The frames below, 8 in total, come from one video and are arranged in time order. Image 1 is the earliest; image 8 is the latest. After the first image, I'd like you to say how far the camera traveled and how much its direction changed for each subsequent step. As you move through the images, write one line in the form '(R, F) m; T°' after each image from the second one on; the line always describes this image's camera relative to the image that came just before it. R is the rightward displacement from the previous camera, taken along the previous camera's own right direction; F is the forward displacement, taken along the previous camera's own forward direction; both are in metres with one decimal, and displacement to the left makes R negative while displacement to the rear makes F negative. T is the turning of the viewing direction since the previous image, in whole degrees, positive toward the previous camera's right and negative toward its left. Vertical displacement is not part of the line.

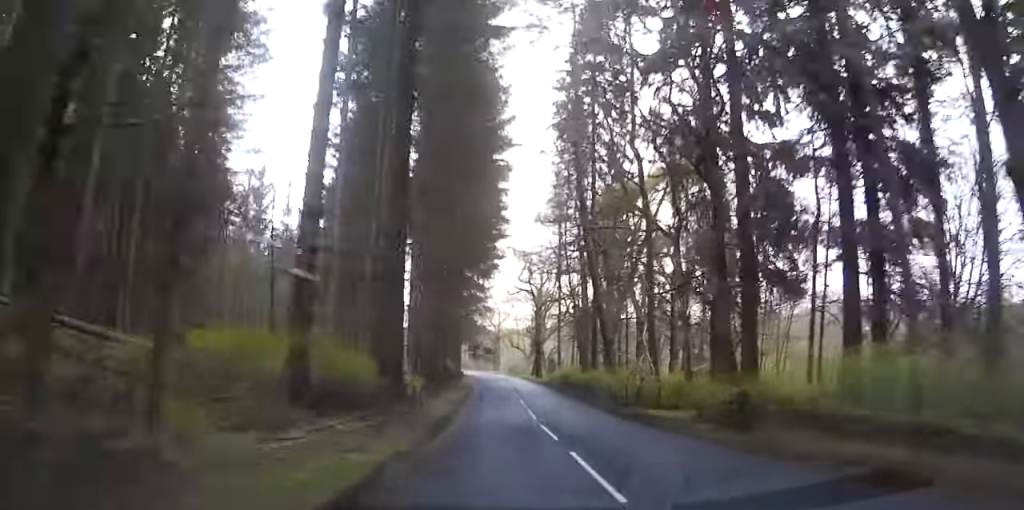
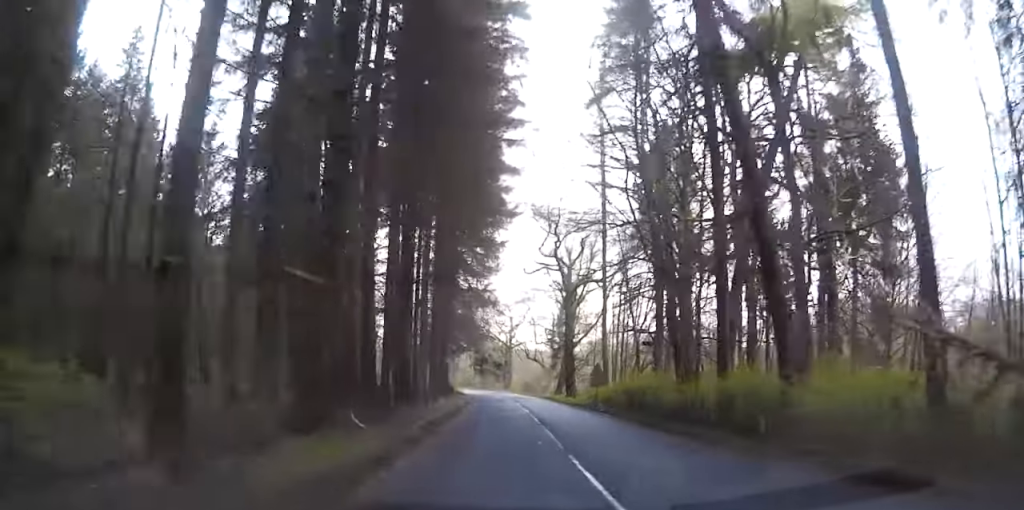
(-0.4, +28.0) m; -1°
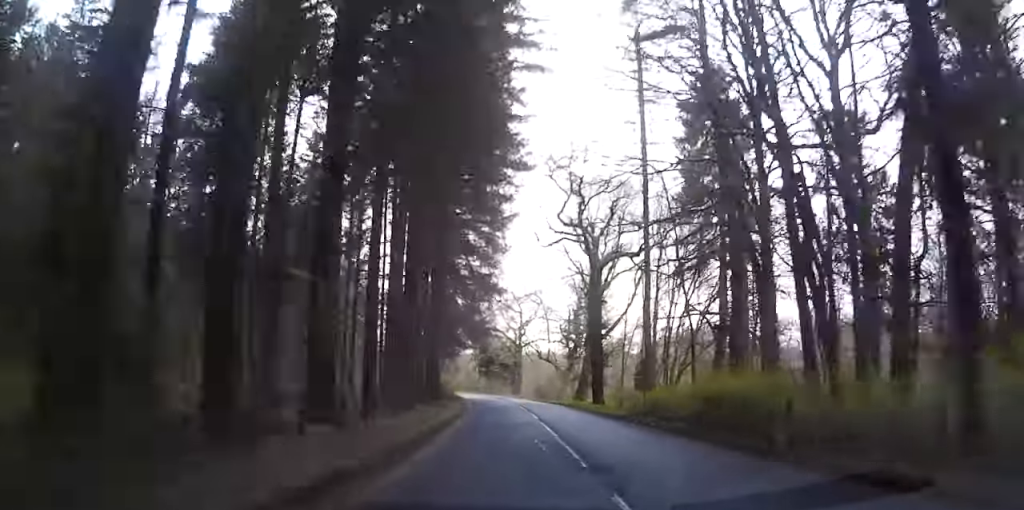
(-0.1, +13.1) m; 0°
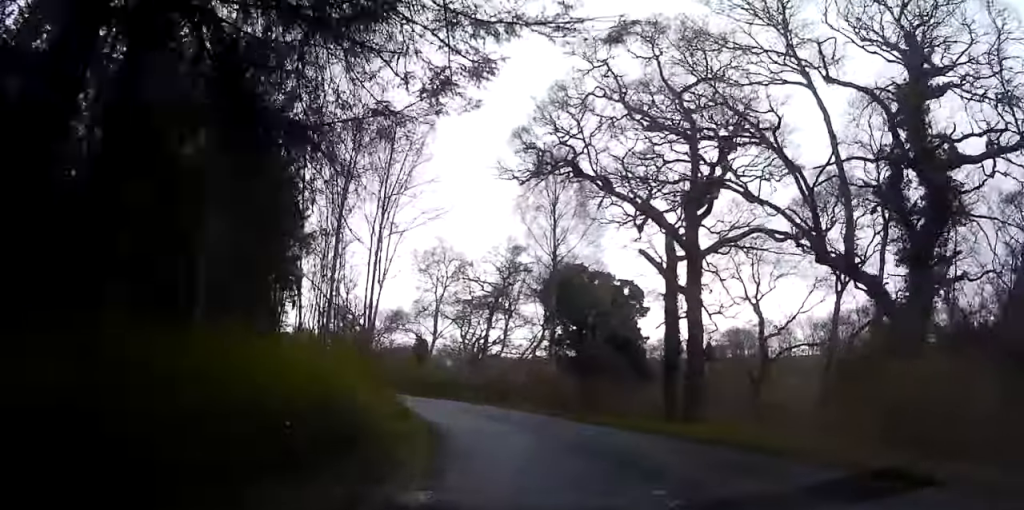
(-1.2, +70.8) m; -6°
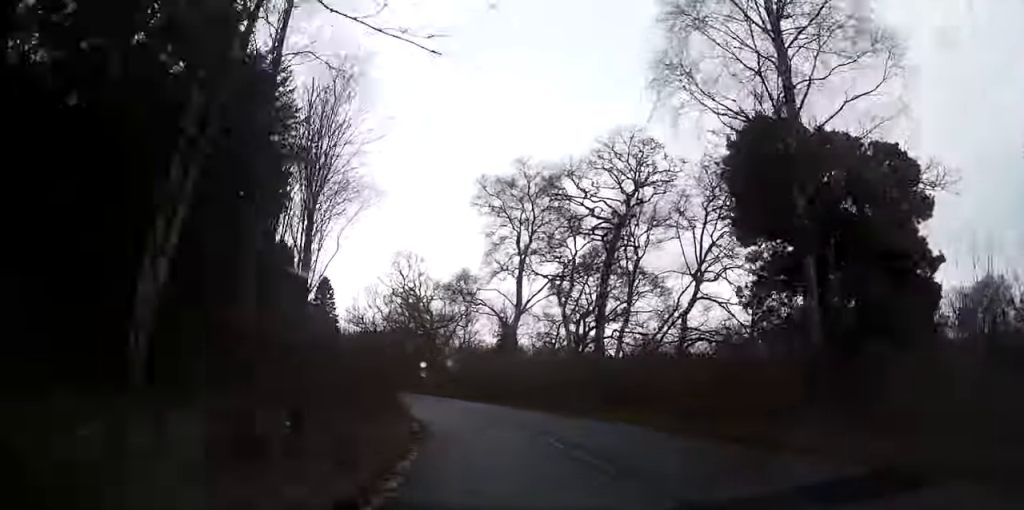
(-1.9, +28.6) m; -8°
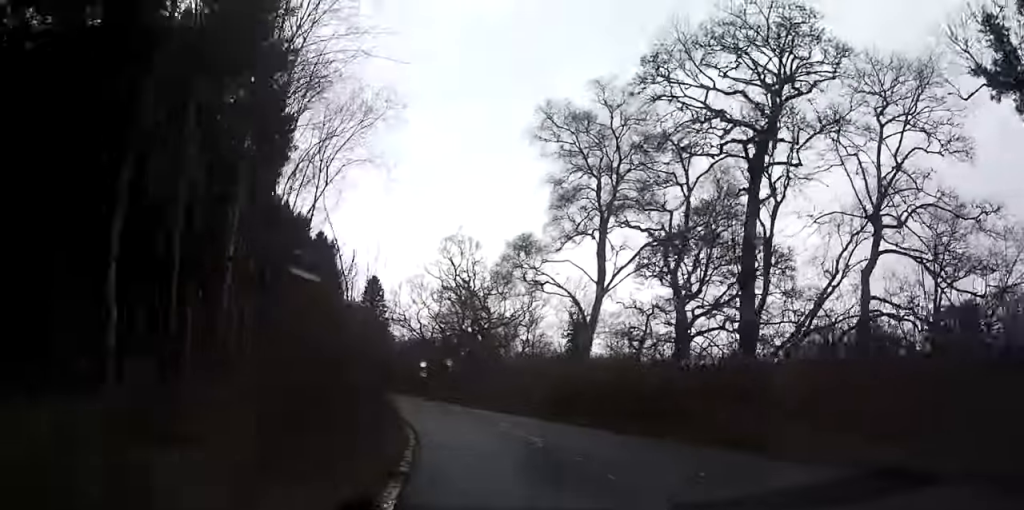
(-0.5, +15.4) m; -5°
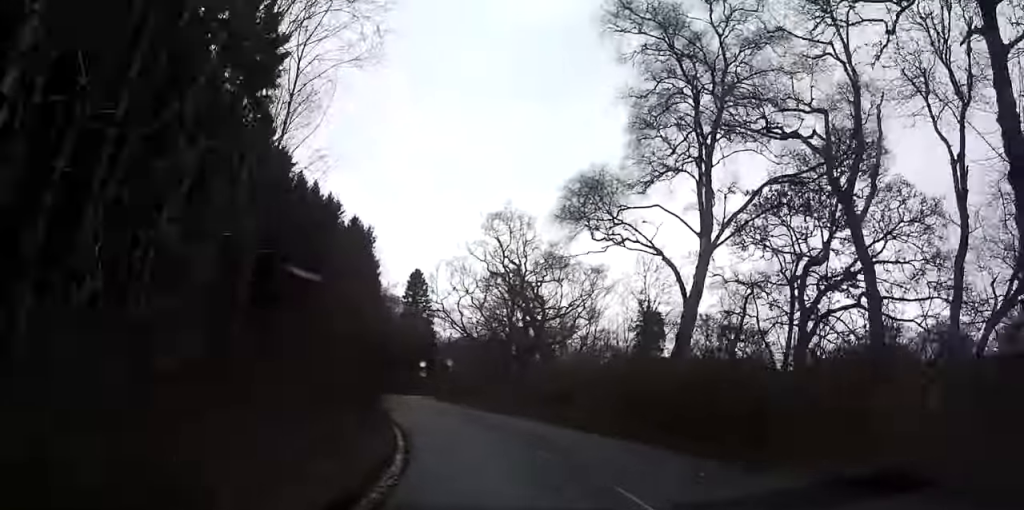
(-0.5, +12.0) m; -4°
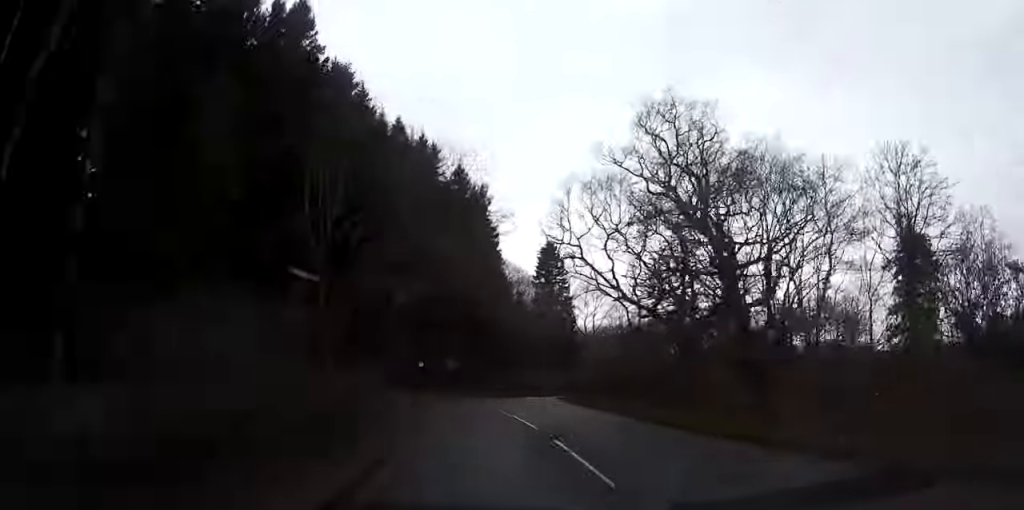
(-1.9, +25.5) m; -8°
